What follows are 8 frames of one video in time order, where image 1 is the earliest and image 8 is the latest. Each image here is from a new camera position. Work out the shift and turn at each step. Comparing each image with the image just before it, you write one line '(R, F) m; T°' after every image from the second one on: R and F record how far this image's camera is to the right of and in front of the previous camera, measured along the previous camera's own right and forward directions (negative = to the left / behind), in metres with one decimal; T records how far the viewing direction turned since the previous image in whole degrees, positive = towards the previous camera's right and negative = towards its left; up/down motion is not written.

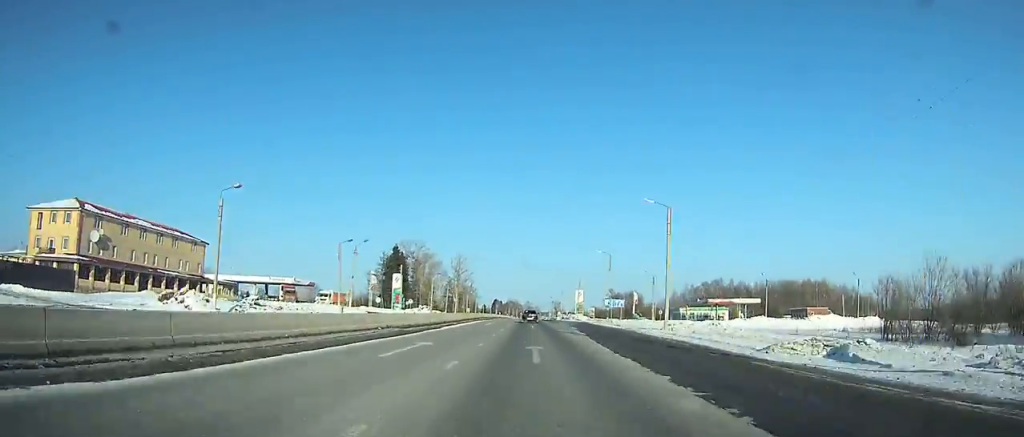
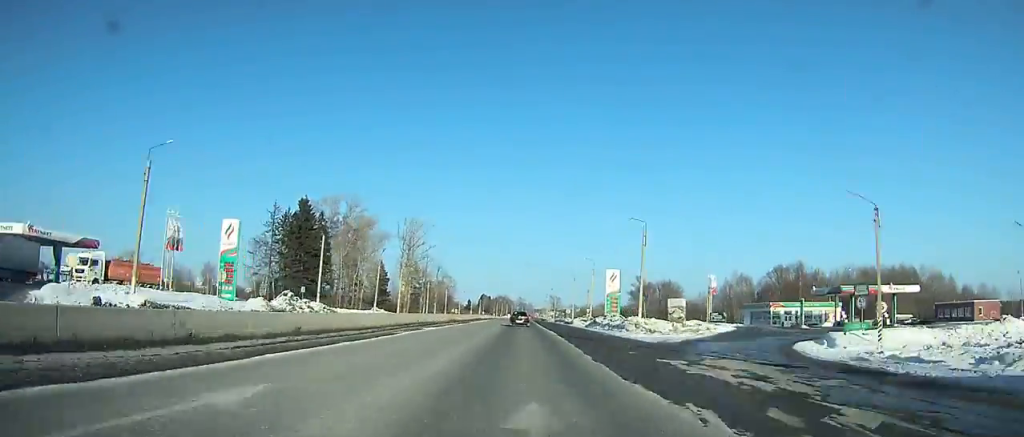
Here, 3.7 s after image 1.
(+0.3, +74.2) m; 0°
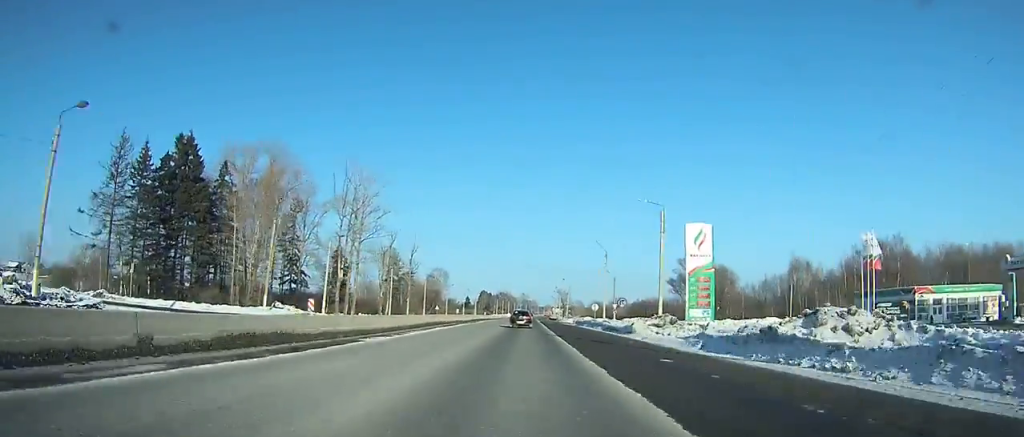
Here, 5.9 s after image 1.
(0.0, +43.8) m; 0°
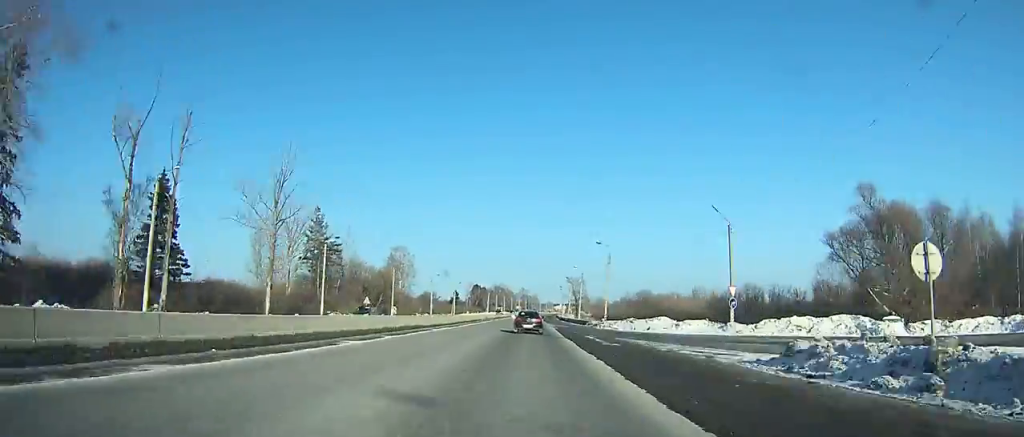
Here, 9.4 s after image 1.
(0.0, +68.9) m; 0°
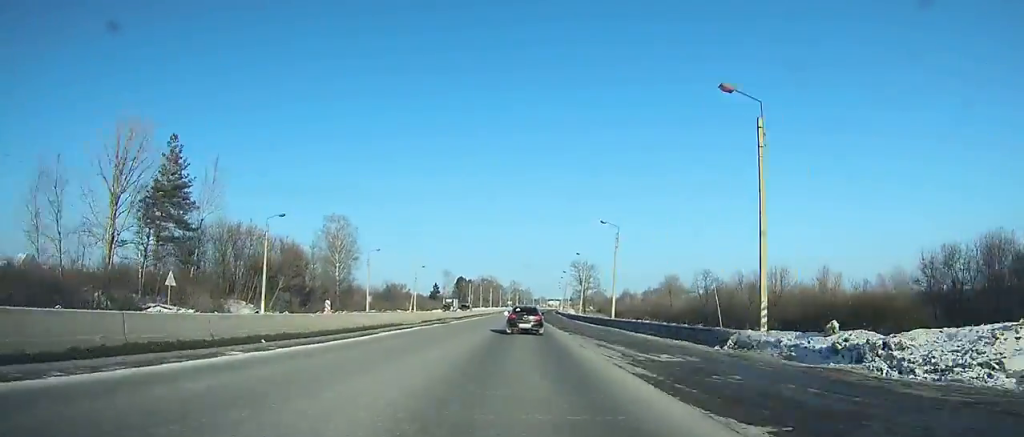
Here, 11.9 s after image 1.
(+0.1, +48.2) m; 0°
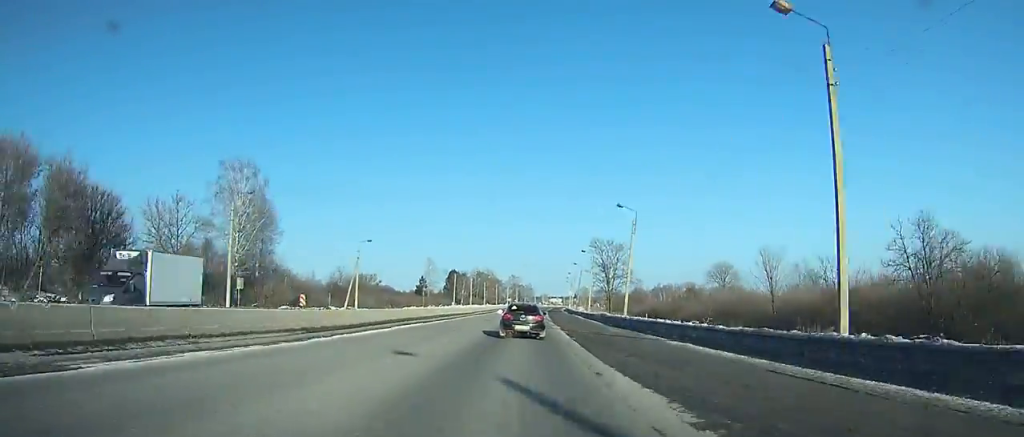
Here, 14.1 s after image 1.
(0.0, +41.1) m; 0°
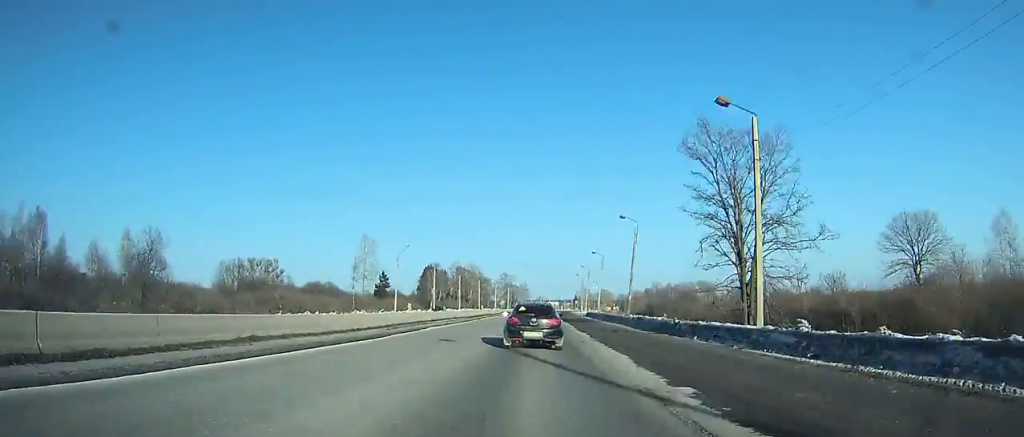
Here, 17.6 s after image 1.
(+0.2, +61.9) m; +1°
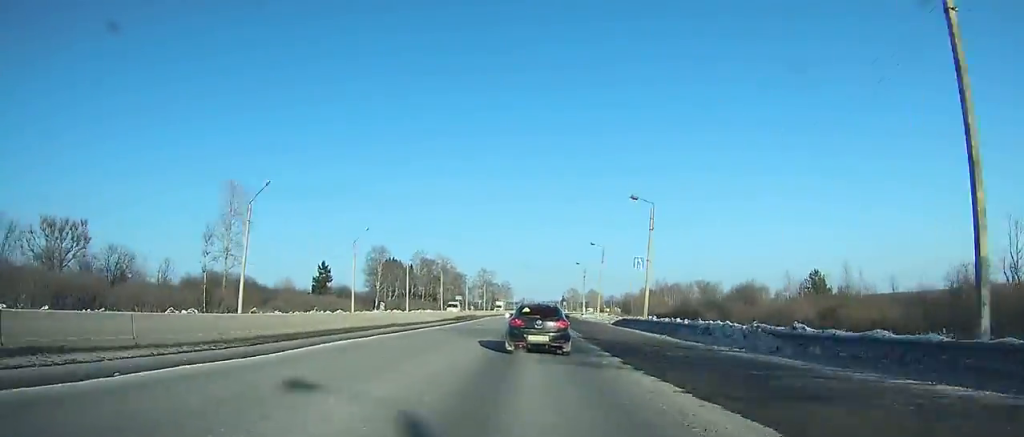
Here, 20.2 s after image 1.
(+0.7, +43.0) m; +2°
